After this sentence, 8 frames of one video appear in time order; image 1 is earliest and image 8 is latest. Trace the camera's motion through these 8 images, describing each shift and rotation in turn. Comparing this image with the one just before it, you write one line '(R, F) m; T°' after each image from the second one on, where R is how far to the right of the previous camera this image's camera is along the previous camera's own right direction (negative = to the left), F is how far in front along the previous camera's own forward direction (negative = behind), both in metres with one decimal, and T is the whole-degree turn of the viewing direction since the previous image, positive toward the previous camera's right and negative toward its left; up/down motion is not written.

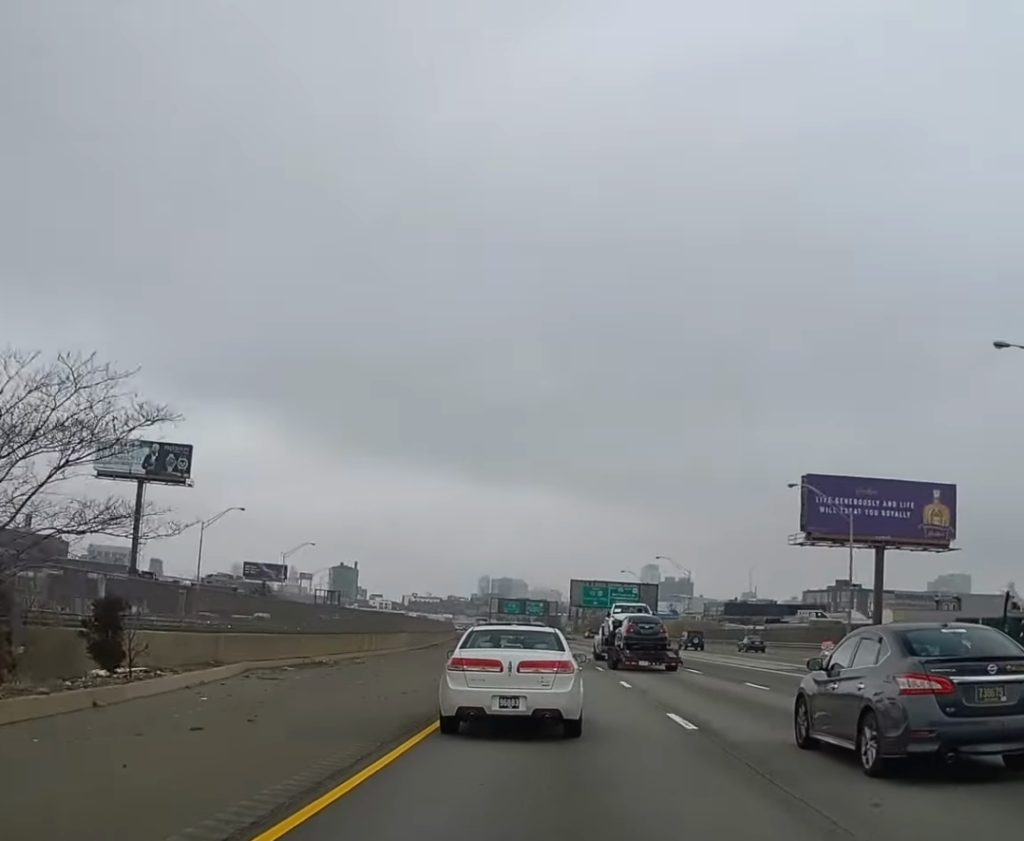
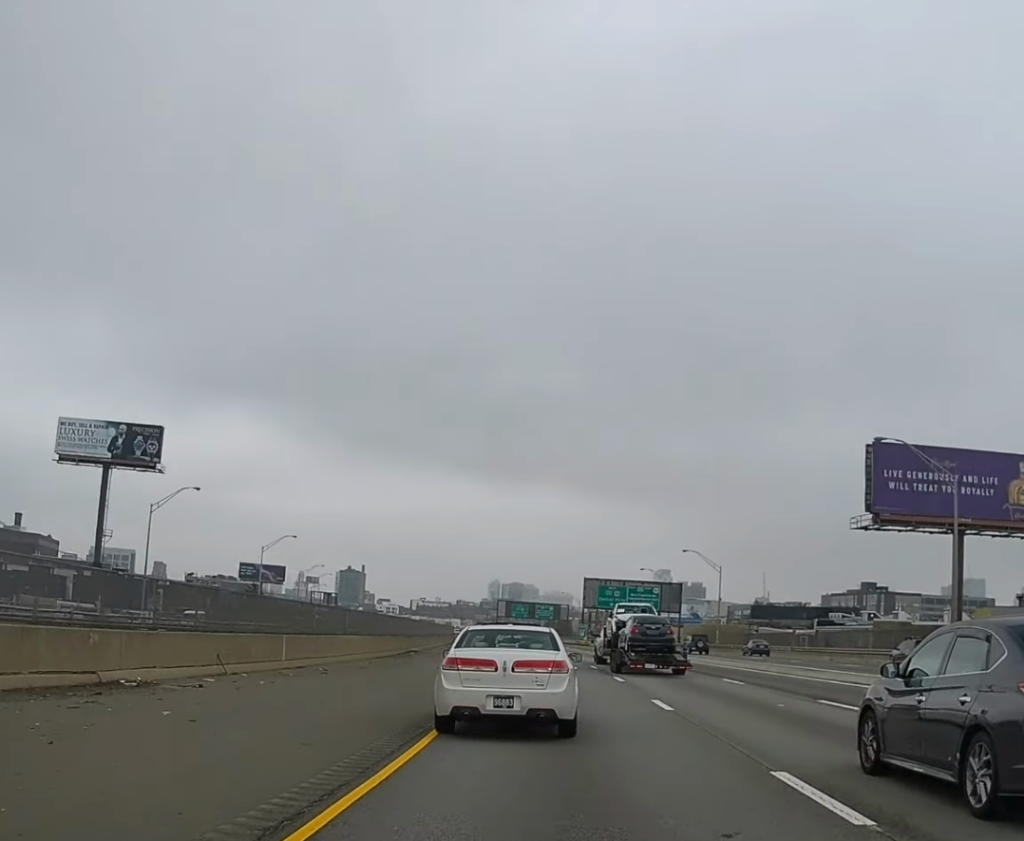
(-0.1, +20.1) m; -1°
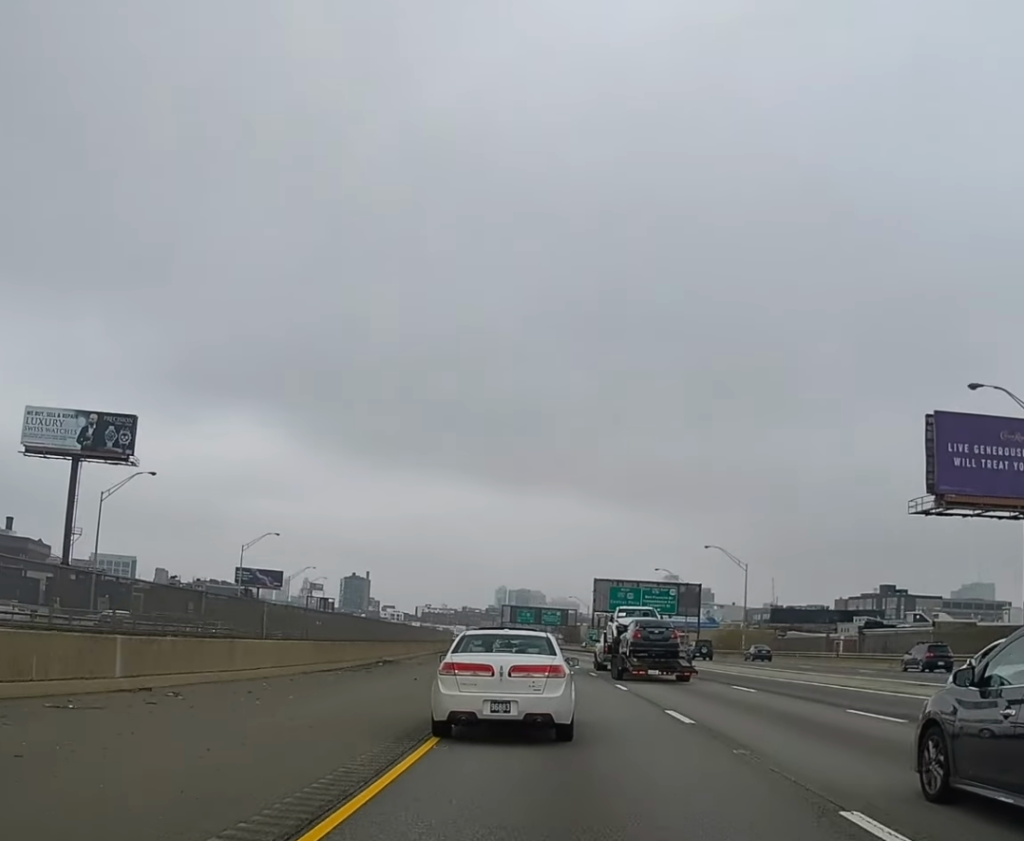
(-0.2, +14.2) m; -1°
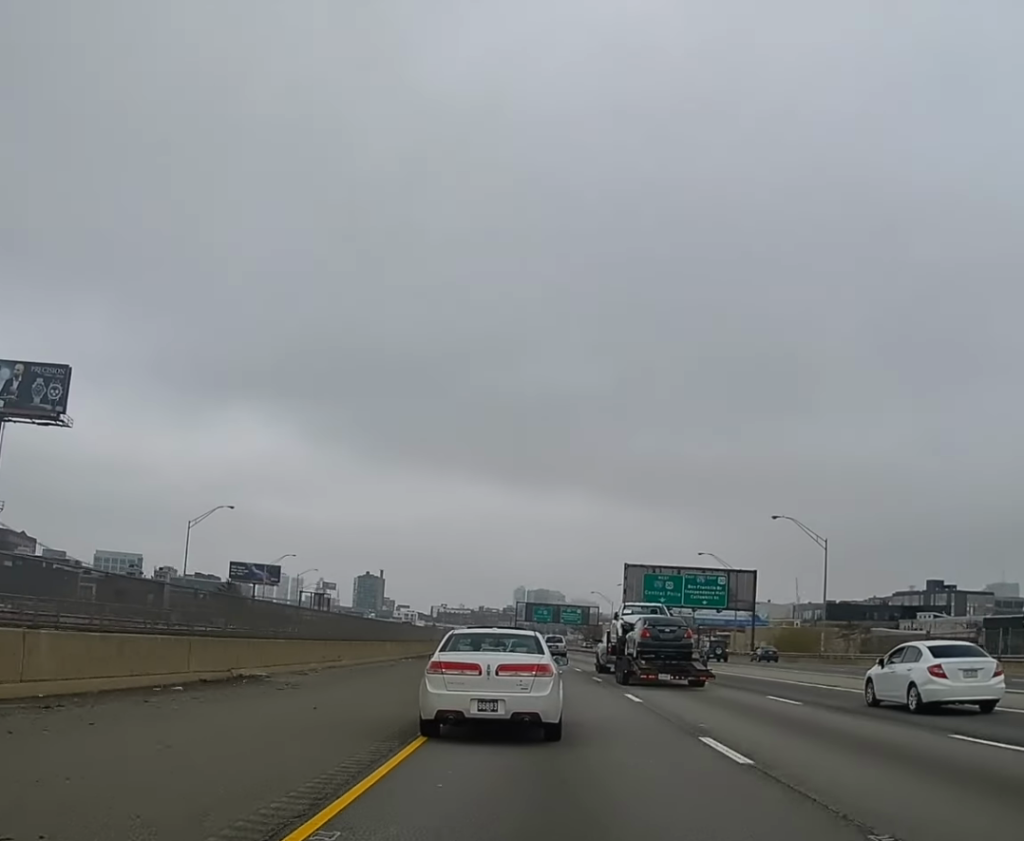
(-0.4, +29.6) m; -1°
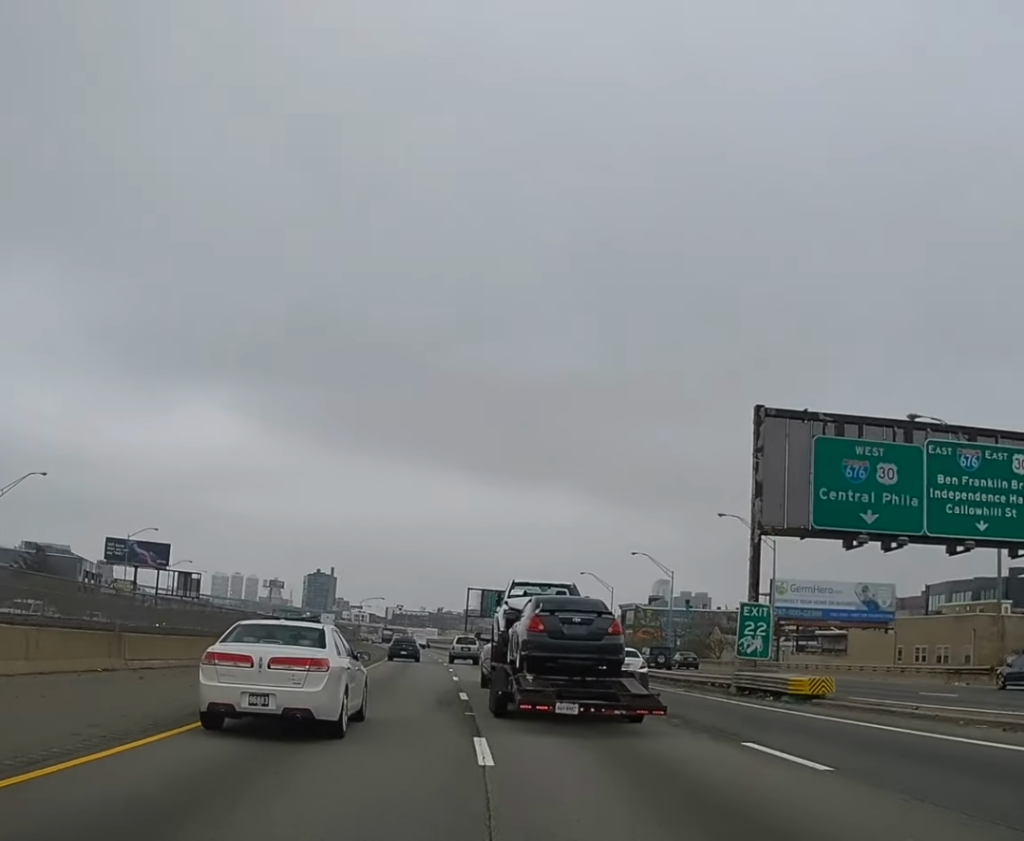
(-1.4, +83.6) m; 0°
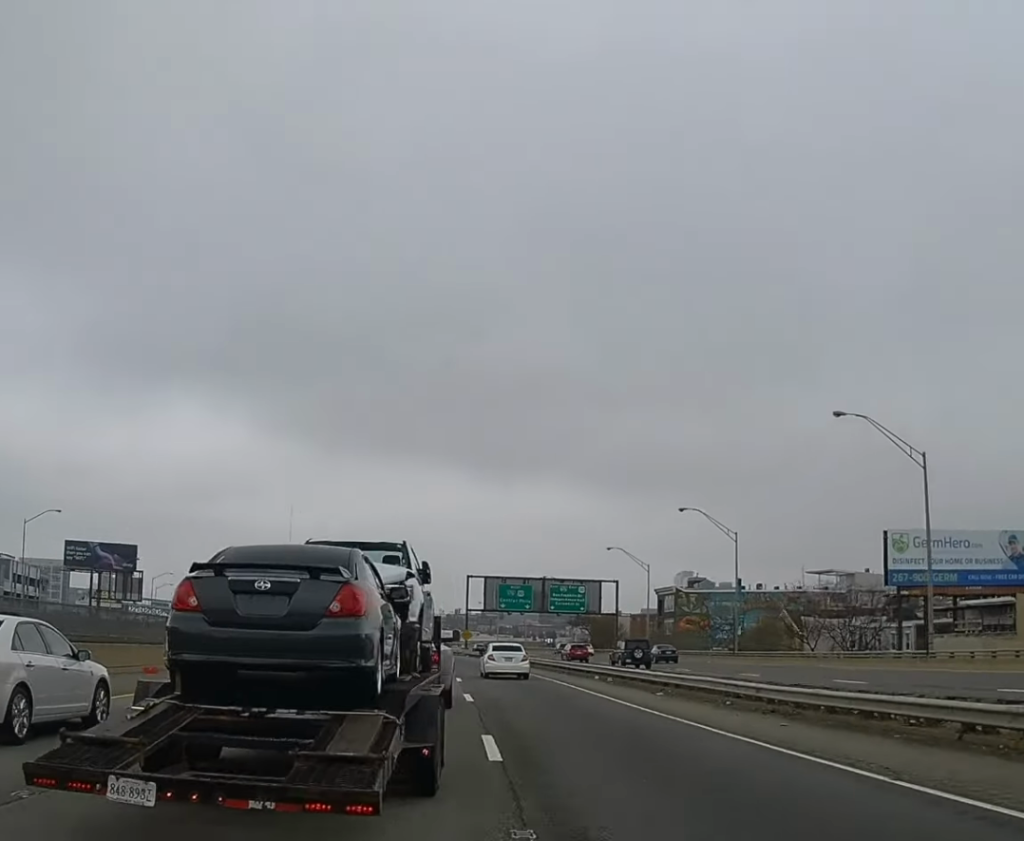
(+0.6, +33.5) m; +1°
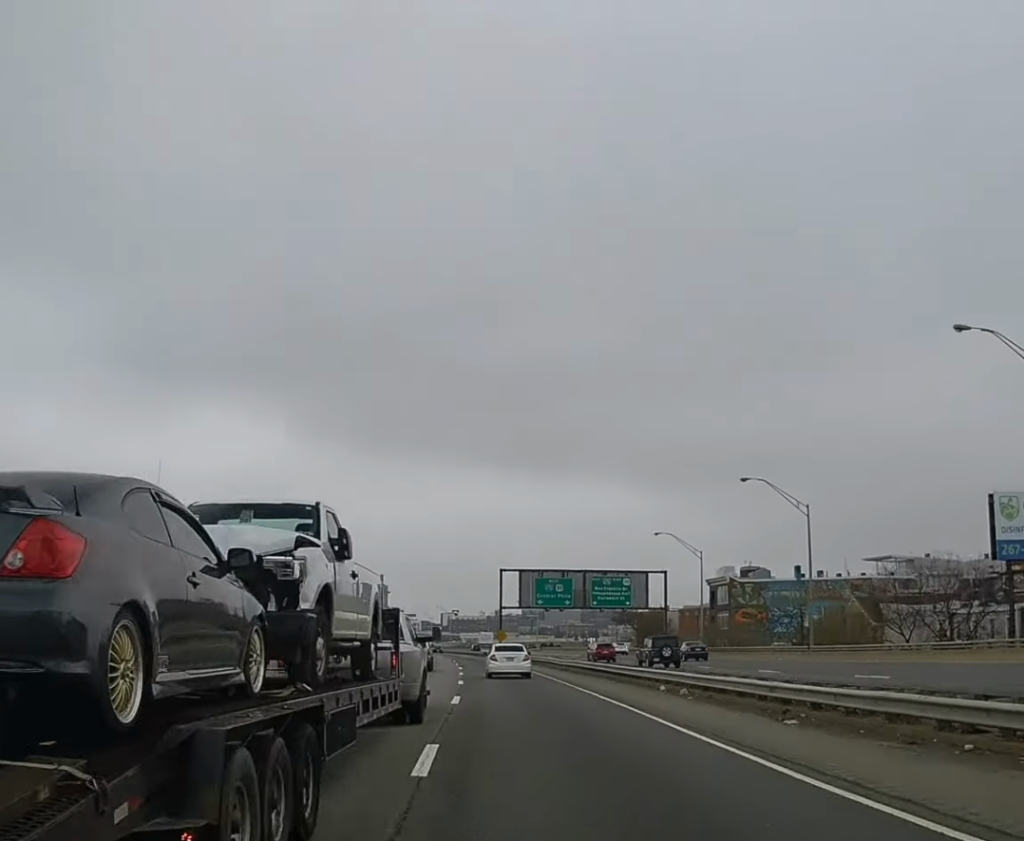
(+0.2, +12.6) m; 0°
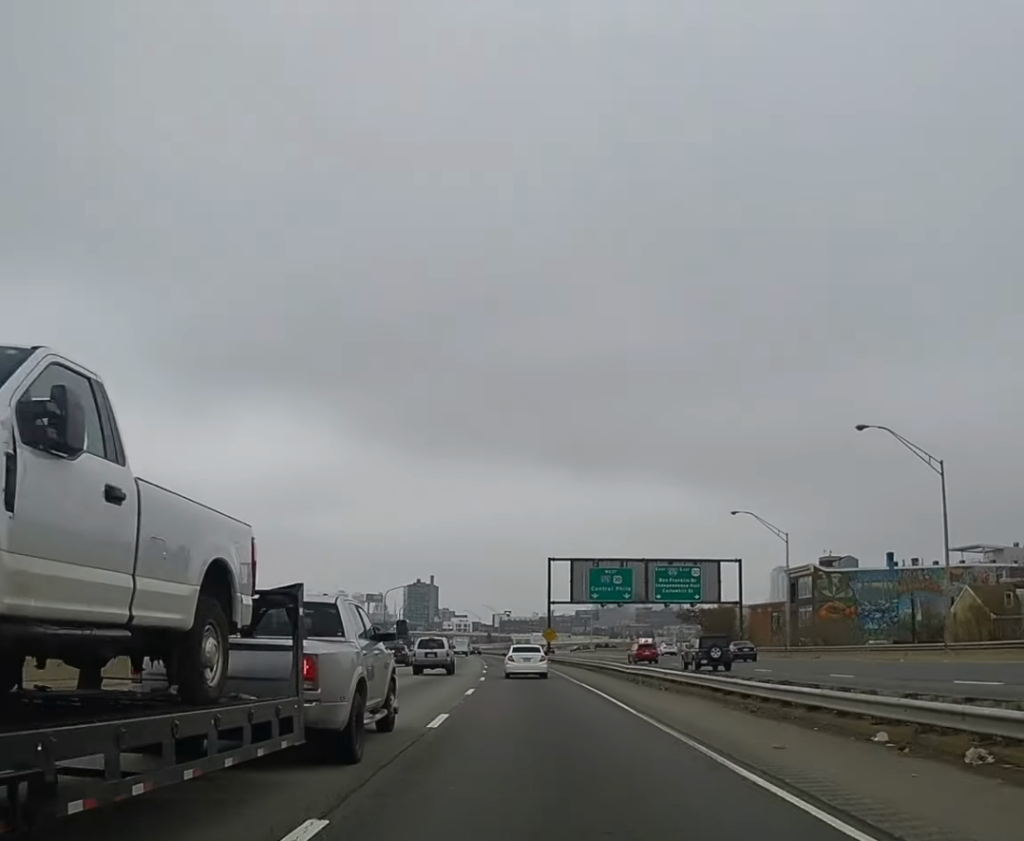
(-0.3, +17.4) m; -2°
